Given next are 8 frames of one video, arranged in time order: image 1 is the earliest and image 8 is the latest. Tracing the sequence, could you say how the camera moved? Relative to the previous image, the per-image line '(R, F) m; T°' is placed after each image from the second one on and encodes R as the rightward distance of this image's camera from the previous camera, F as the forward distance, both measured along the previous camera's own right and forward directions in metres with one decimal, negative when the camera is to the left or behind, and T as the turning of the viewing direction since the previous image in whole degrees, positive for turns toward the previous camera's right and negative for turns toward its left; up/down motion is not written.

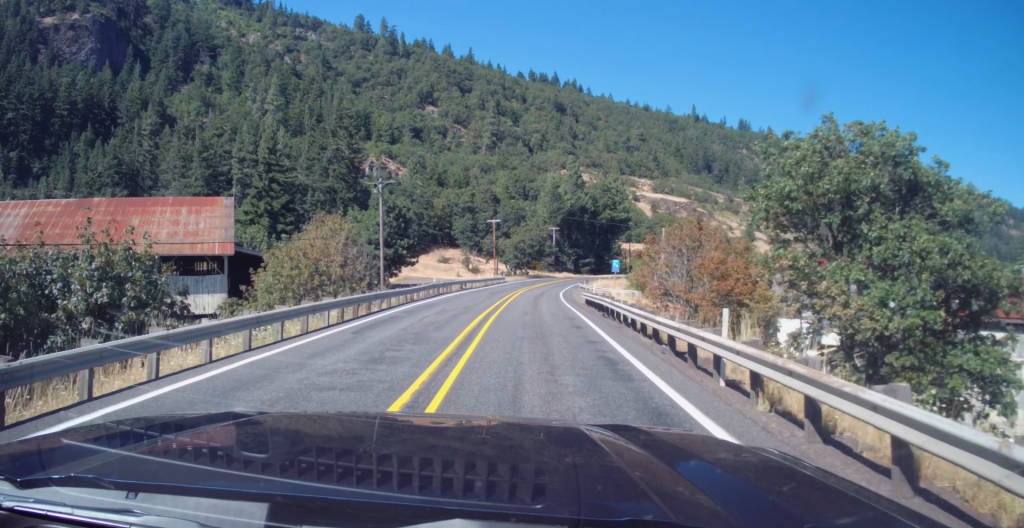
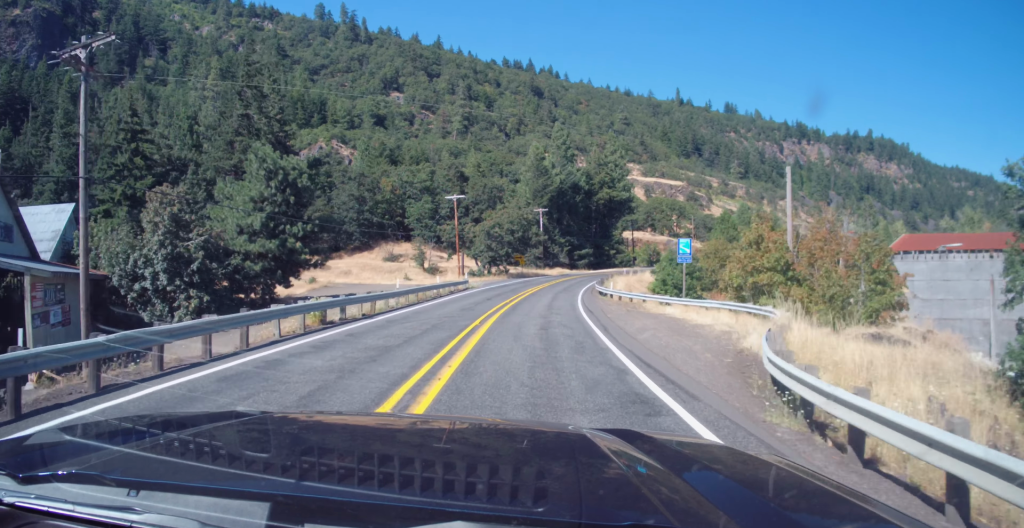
(0.0, +34.7) m; 0°
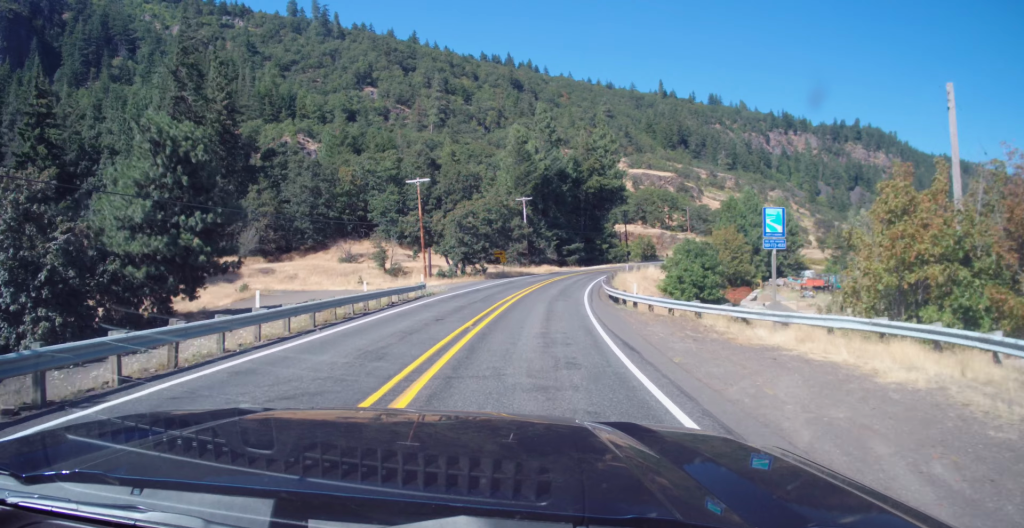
(0.0, +14.1) m; +1°
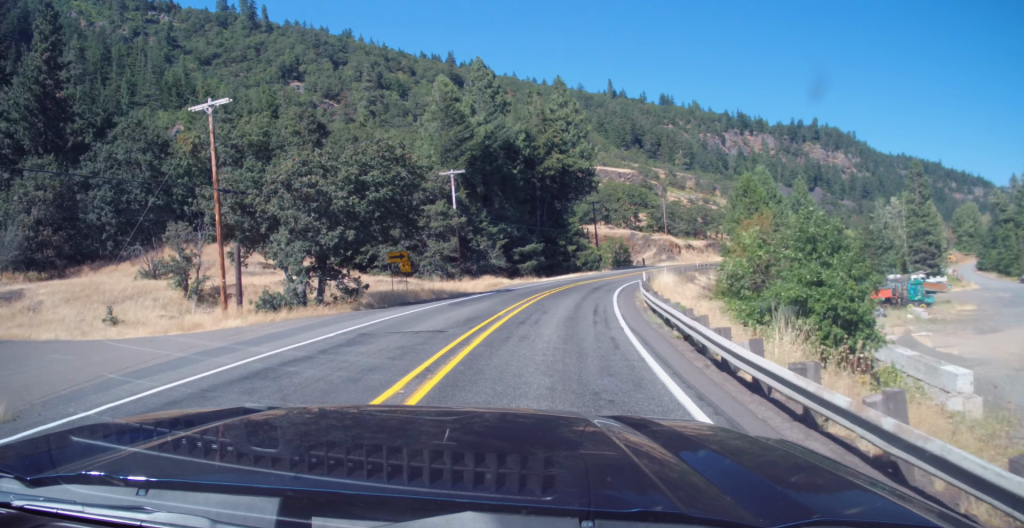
(+0.8, +33.0) m; +2°
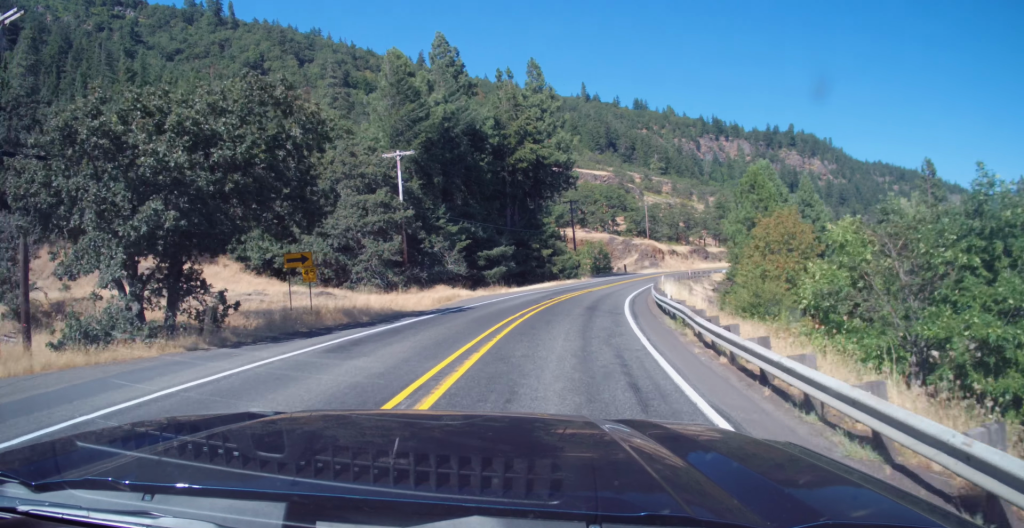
(0.0, +12.6) m; +3°
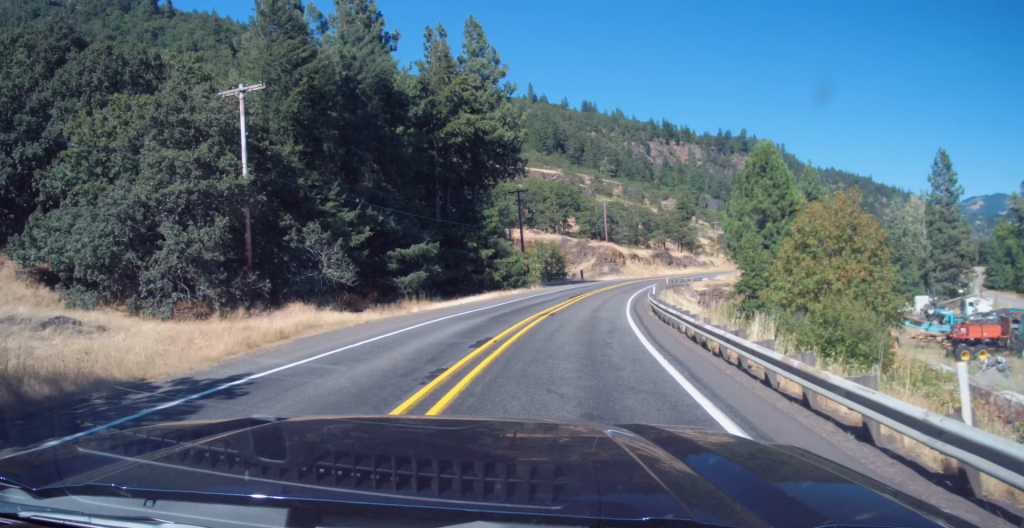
(0.0, +18.4) m; +5°
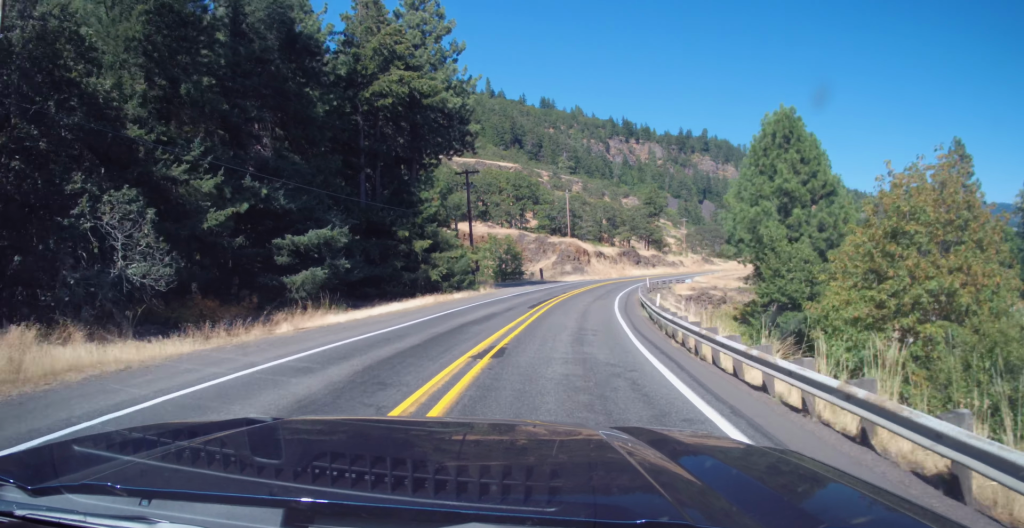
(+1.3, +13.3) m; +4°
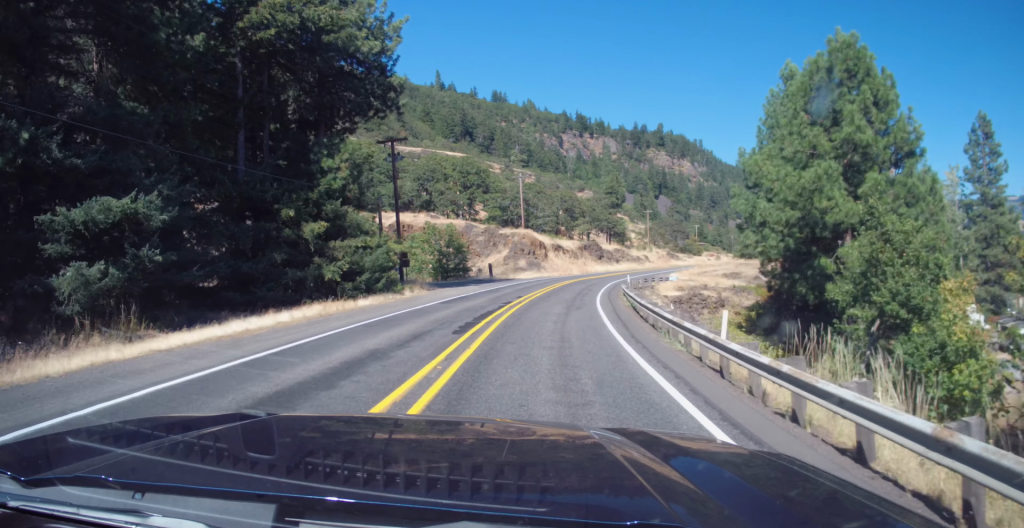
(+0.5, +14.6) m; +2°
